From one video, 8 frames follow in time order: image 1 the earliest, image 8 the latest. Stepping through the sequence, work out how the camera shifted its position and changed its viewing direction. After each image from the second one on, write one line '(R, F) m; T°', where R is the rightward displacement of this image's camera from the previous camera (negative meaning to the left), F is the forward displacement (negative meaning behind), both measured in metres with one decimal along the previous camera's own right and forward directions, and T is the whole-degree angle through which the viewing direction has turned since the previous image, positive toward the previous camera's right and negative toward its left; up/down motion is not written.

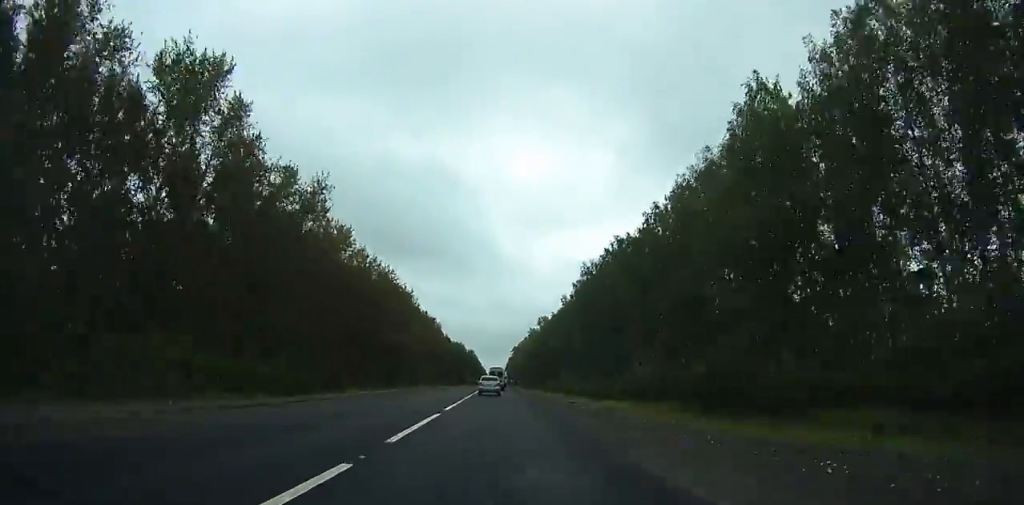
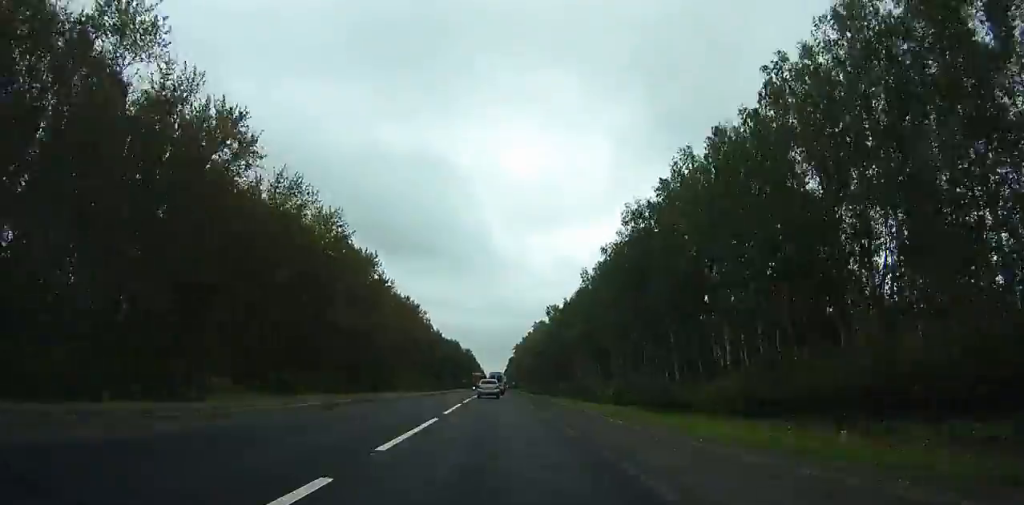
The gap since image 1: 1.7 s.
(0.0, +39.2) m; 0°
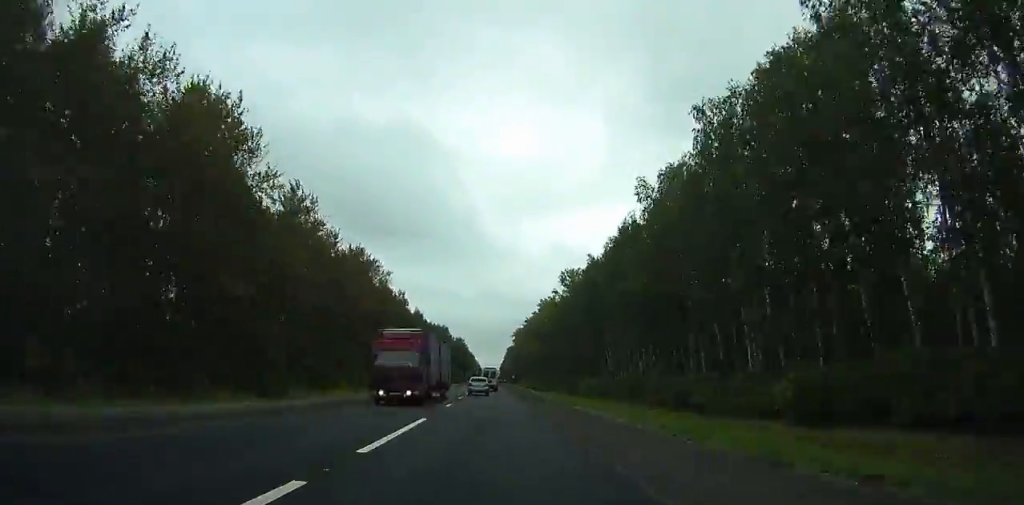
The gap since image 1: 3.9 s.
(+0.2, +51.7) m; +1°
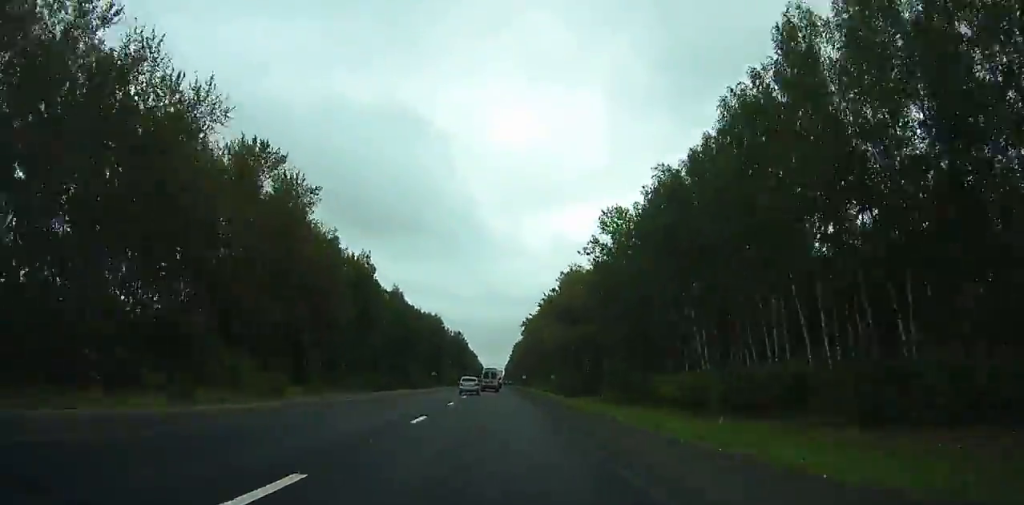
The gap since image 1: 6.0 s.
(-0.3, +50.7) m; +3°
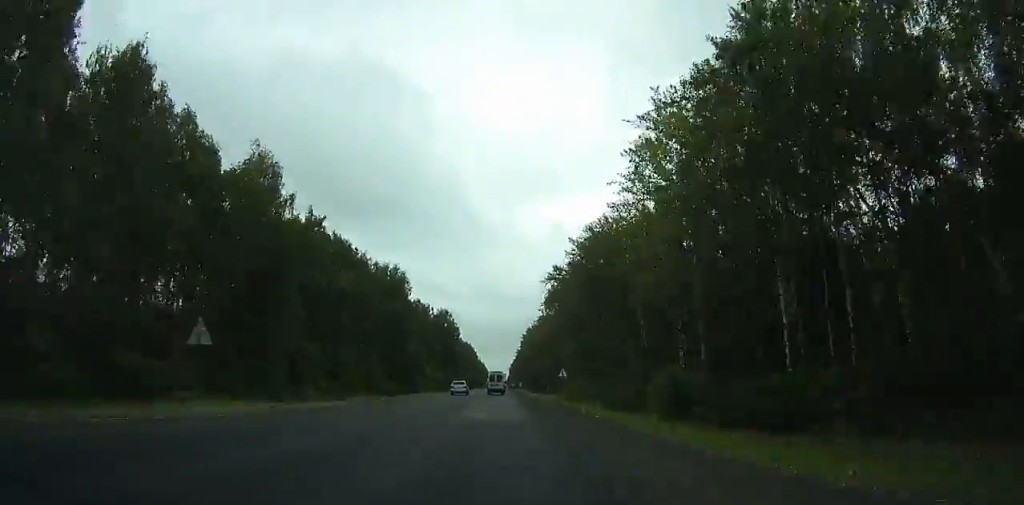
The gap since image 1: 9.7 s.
(+4.6, +93.9) m; 0°
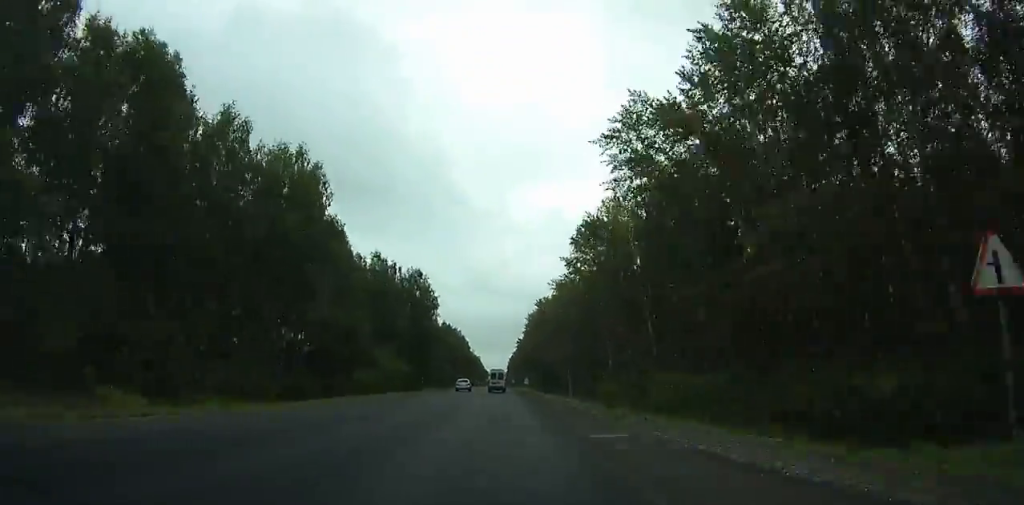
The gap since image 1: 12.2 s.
(+0.9, +60.8) m; -9°
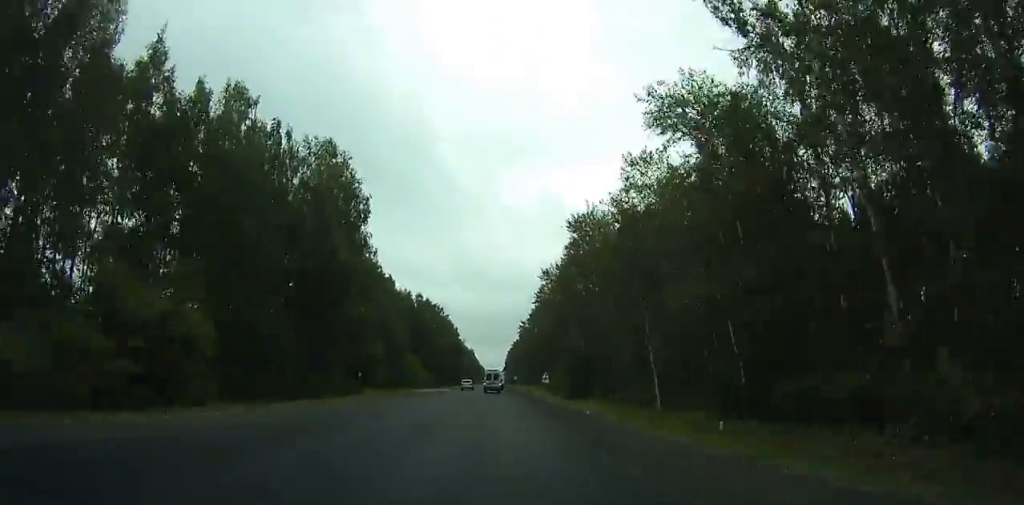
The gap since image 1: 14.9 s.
(-13.2, +50.5) m; -4°
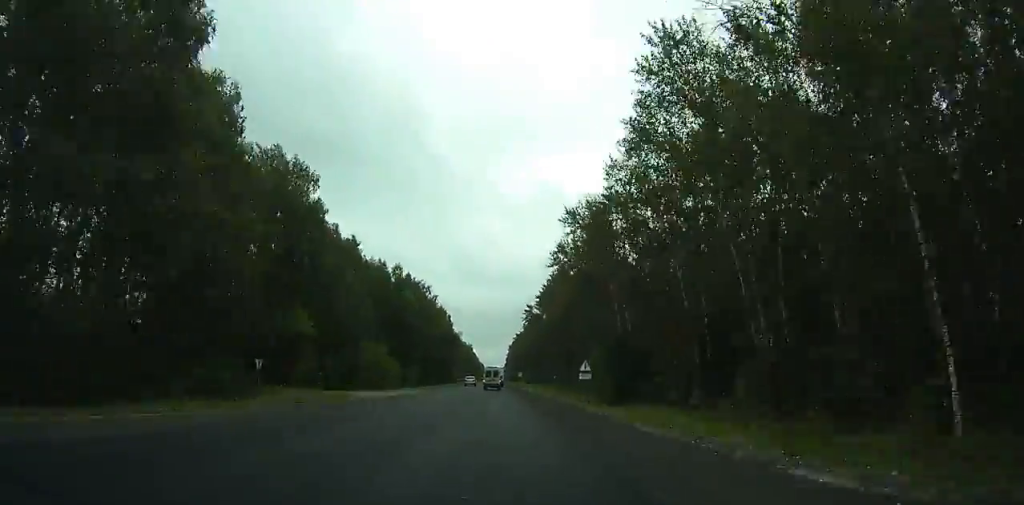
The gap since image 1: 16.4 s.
(+5.2, +34.2) m; +6°
